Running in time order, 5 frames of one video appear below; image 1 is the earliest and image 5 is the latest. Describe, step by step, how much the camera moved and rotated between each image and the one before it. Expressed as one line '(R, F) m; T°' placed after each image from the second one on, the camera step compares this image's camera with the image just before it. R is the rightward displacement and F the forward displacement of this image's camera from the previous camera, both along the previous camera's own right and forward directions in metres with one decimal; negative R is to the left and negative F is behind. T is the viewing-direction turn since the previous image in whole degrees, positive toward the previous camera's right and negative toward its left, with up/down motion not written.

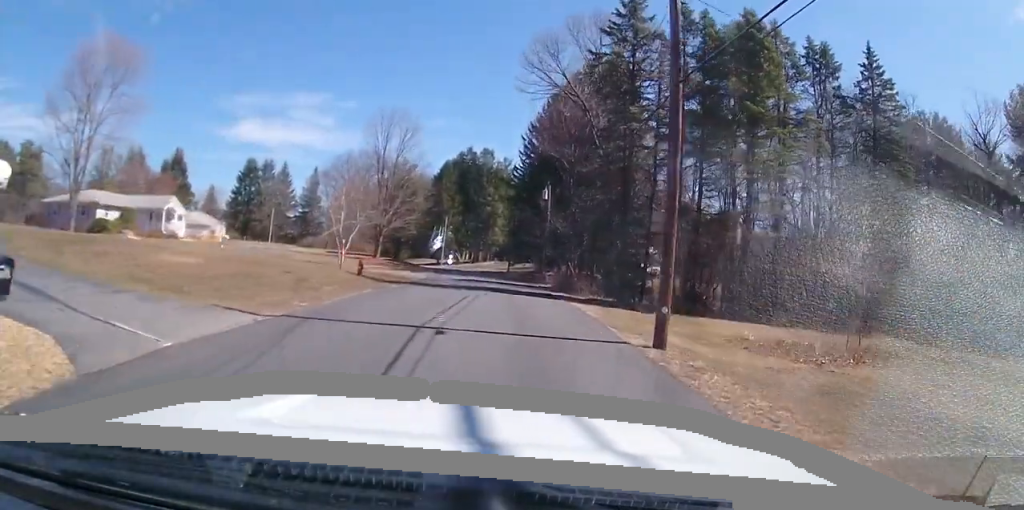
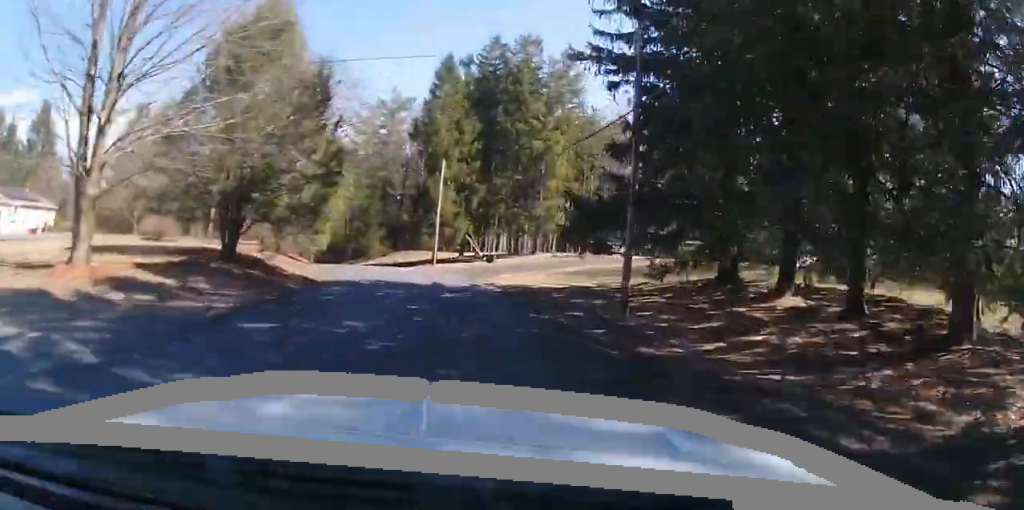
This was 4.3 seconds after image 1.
(+1.2, +60.8) m; -2°
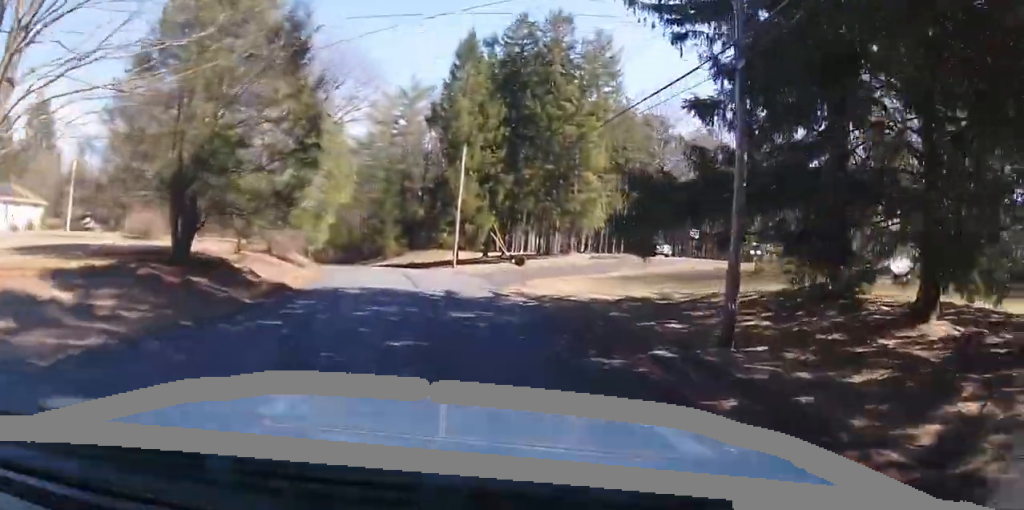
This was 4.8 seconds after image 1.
(0.0, +6.4) m; 0°
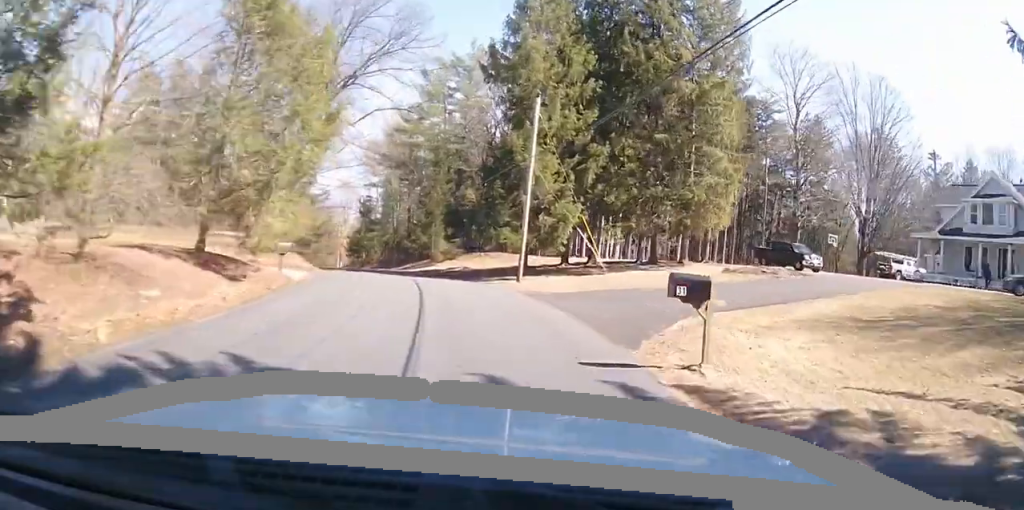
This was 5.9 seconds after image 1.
(0.0, +15.2) m; -6°
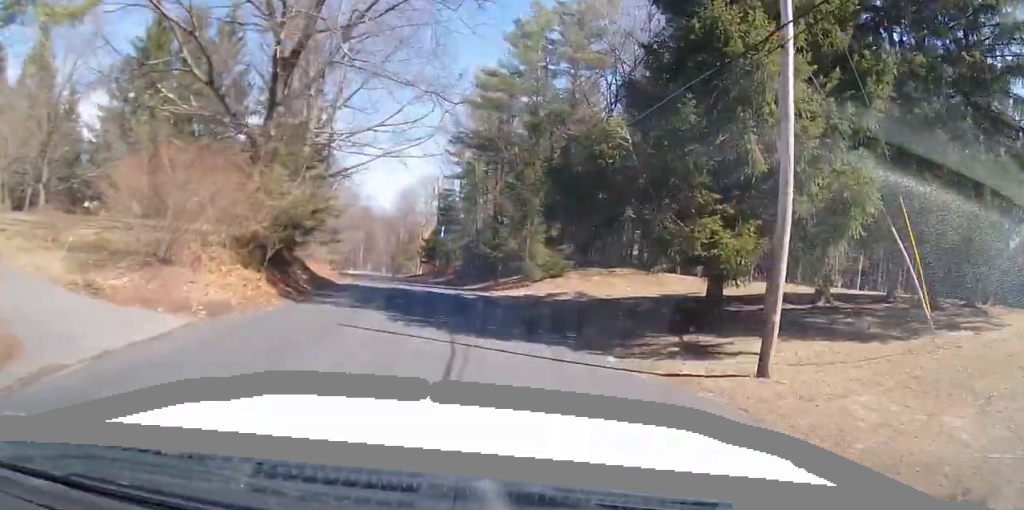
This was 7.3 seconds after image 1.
(-2.6, +17.9) m; -13°
